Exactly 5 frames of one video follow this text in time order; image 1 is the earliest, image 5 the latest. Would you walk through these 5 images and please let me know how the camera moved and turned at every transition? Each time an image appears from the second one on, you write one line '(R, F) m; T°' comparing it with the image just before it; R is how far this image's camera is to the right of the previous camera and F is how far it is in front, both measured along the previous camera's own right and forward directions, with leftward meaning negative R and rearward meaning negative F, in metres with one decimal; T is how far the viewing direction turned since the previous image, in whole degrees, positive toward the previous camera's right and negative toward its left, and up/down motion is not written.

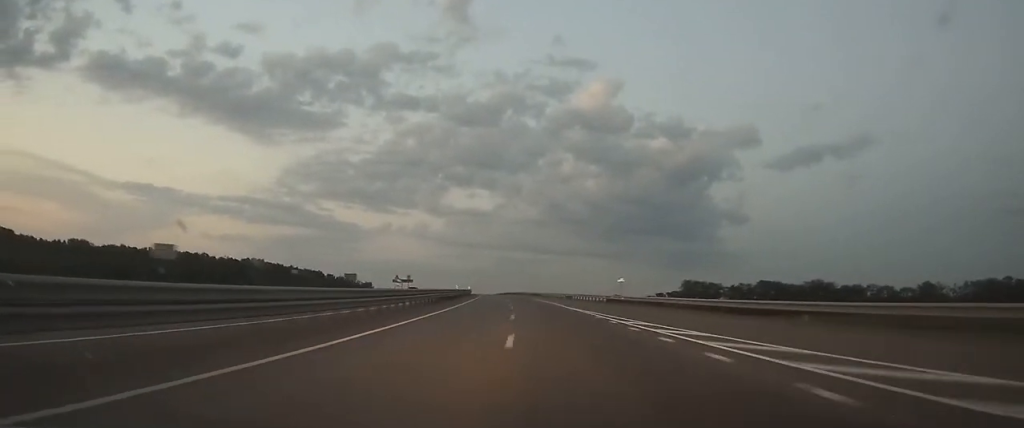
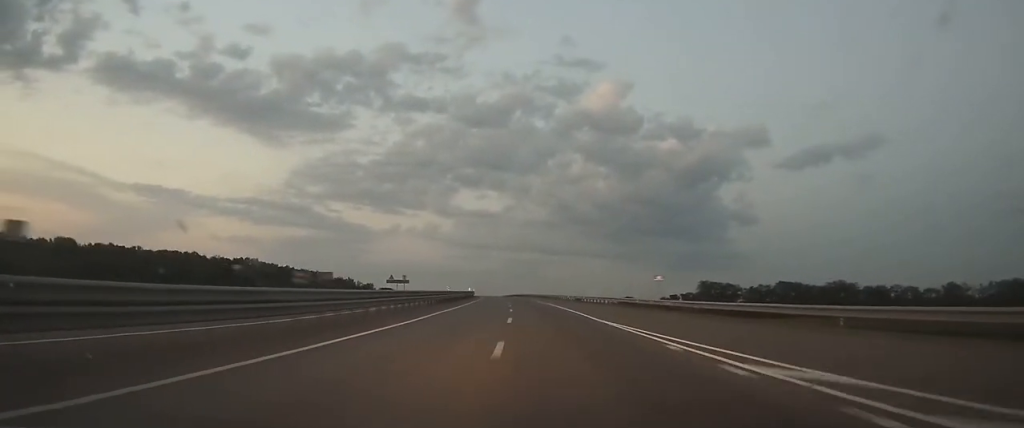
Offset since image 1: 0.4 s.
(0.0, +13.5) m; -1°
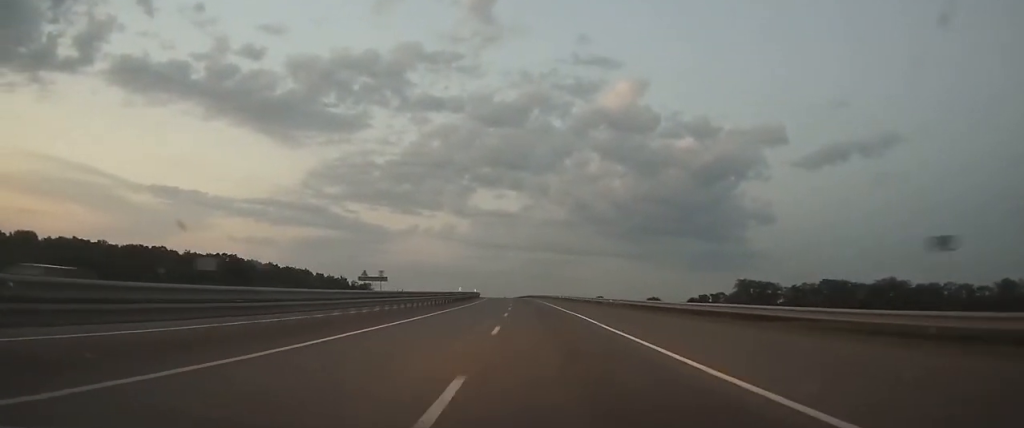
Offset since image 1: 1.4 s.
(-0.6, +29.9) m; -2°
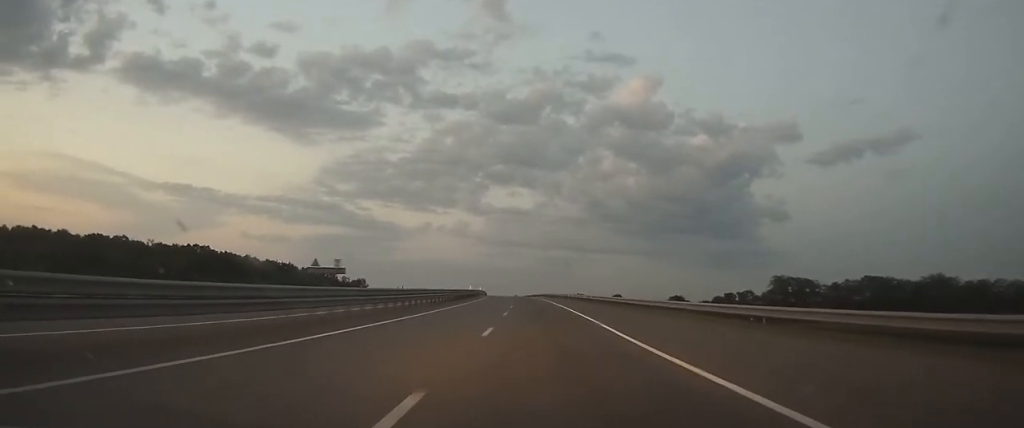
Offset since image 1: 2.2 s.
(-0.3, +25.7) m; -1°
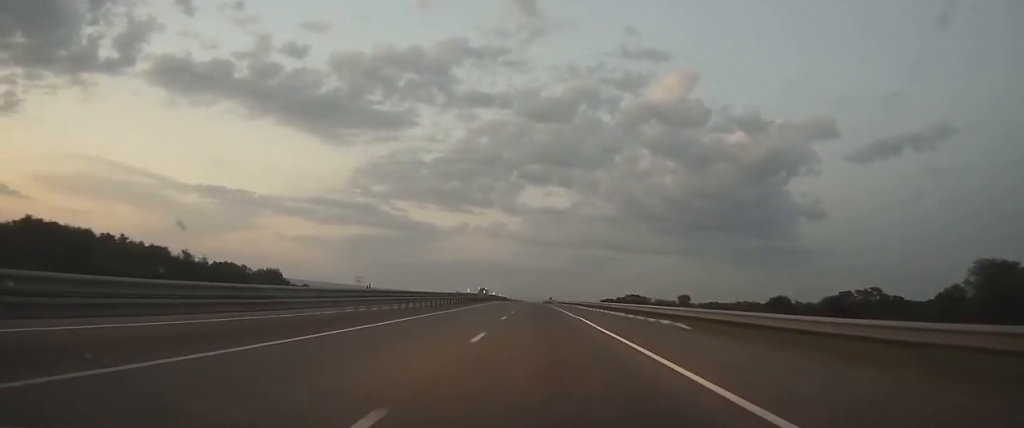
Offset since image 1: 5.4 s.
(-3.4, +96.9) m; -3°
